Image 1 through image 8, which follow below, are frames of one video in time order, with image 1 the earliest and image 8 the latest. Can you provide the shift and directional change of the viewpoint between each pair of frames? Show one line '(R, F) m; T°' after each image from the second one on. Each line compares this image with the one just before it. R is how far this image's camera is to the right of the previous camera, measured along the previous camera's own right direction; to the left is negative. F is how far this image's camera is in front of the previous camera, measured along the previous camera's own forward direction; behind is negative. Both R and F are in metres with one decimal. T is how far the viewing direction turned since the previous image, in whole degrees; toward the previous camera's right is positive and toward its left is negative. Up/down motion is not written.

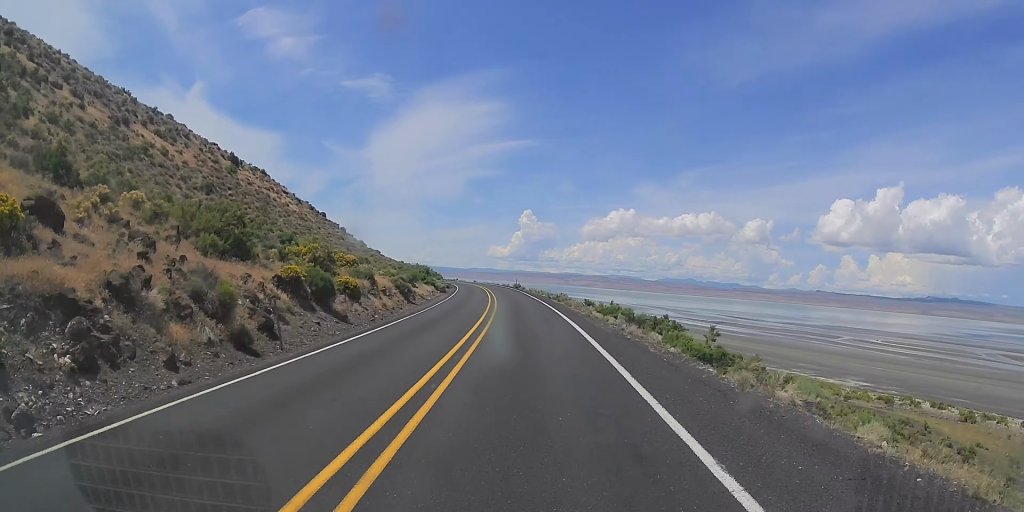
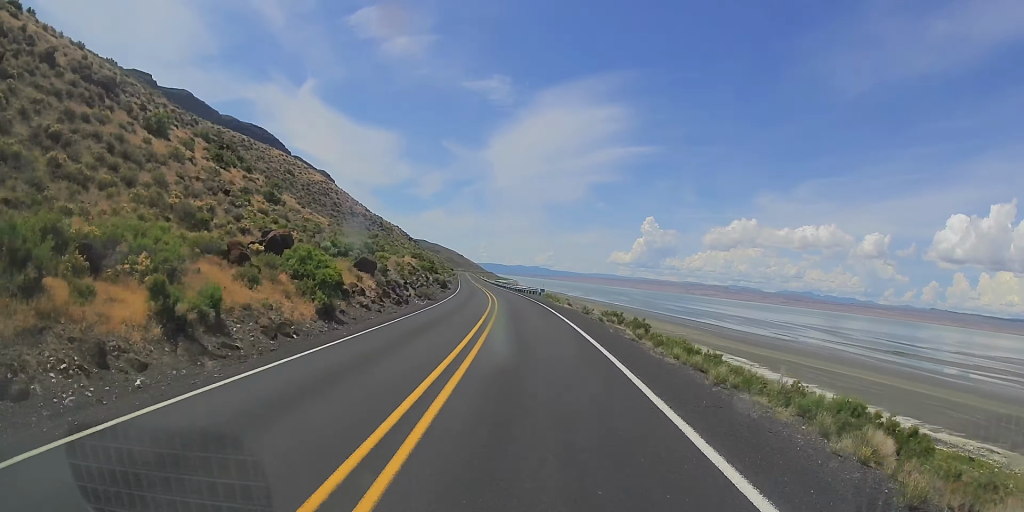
(-7.1, +118.5) m; -9°
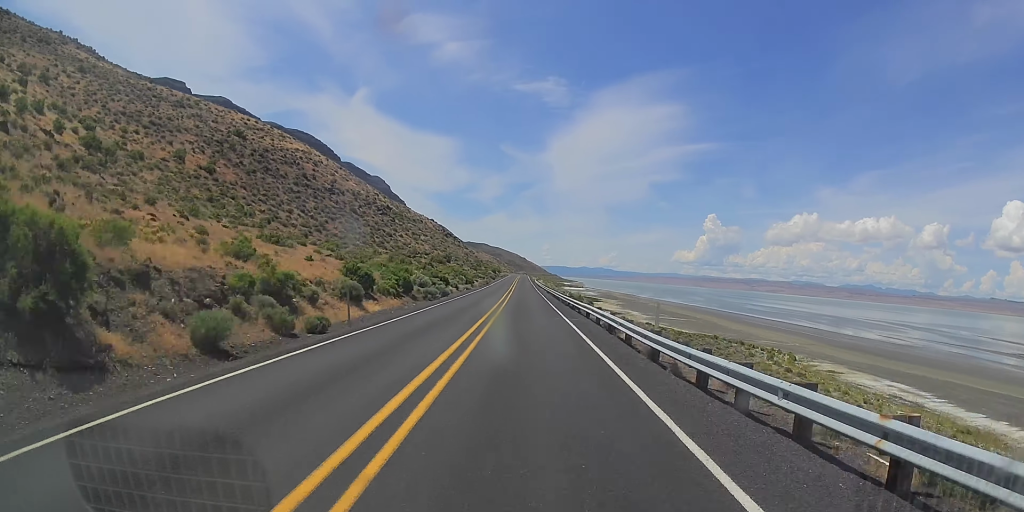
(-5.3, +72.0) m; -5°
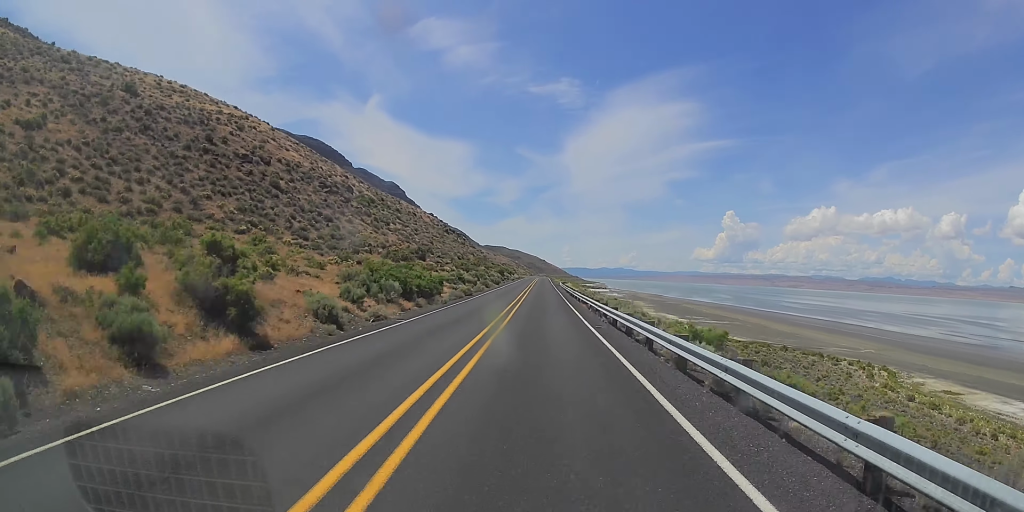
(-1.1, +46.0) m; -2°
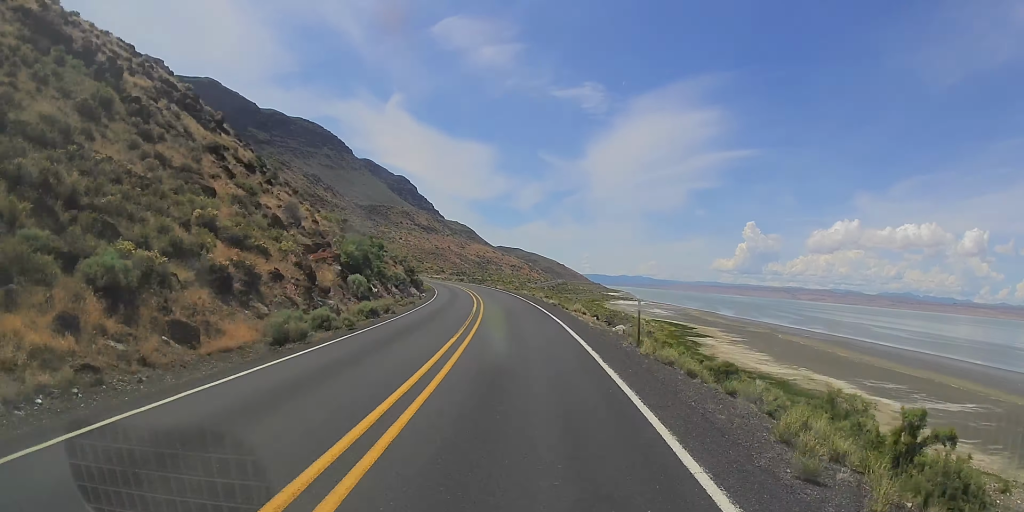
(-5.7, +197.5) m; -5°
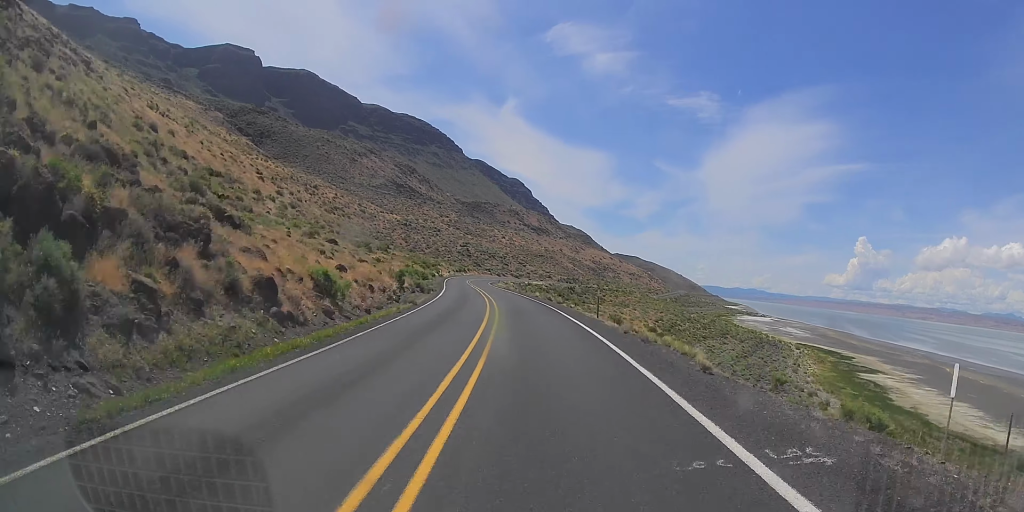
(-1.6, +67.9) m; -6°
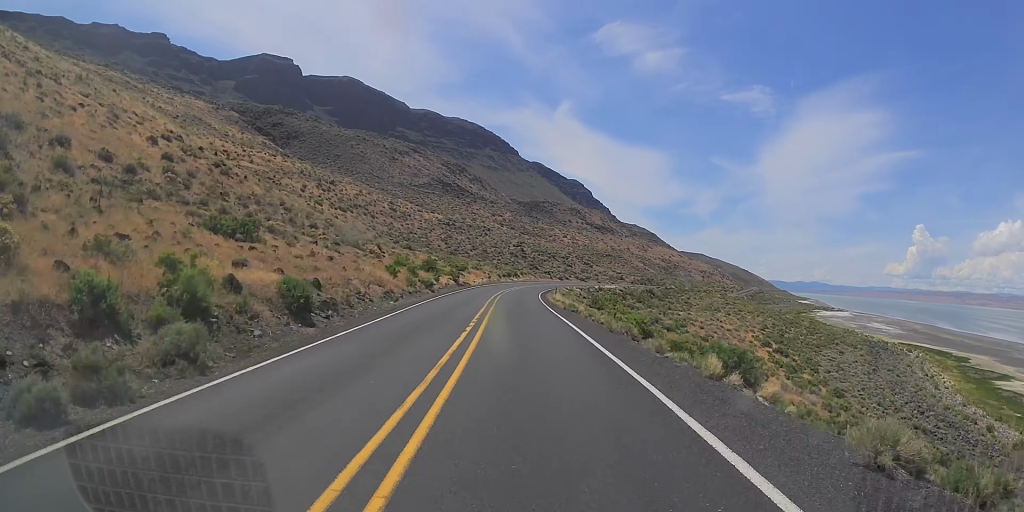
(-2.9, +44.8) m; -3°
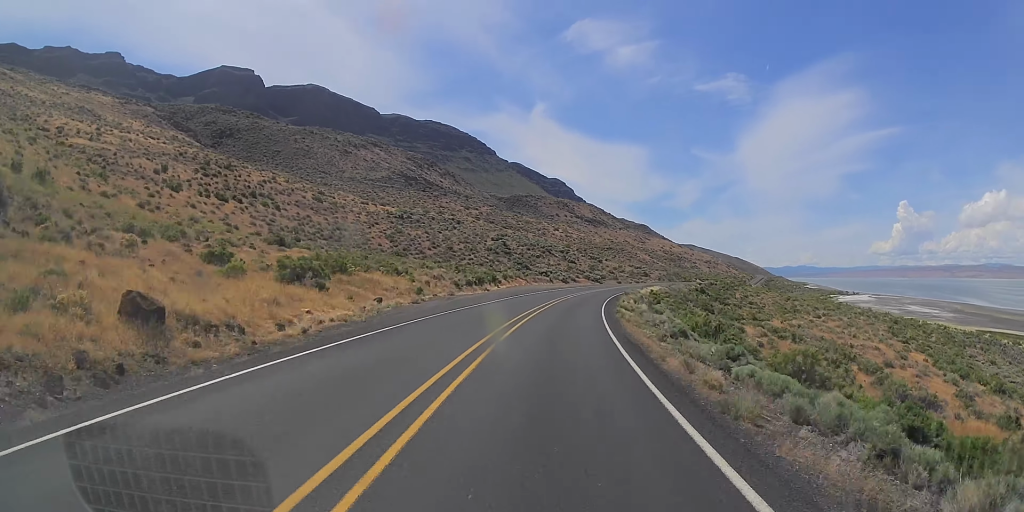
(-5.9, +67.4) m; -2°
